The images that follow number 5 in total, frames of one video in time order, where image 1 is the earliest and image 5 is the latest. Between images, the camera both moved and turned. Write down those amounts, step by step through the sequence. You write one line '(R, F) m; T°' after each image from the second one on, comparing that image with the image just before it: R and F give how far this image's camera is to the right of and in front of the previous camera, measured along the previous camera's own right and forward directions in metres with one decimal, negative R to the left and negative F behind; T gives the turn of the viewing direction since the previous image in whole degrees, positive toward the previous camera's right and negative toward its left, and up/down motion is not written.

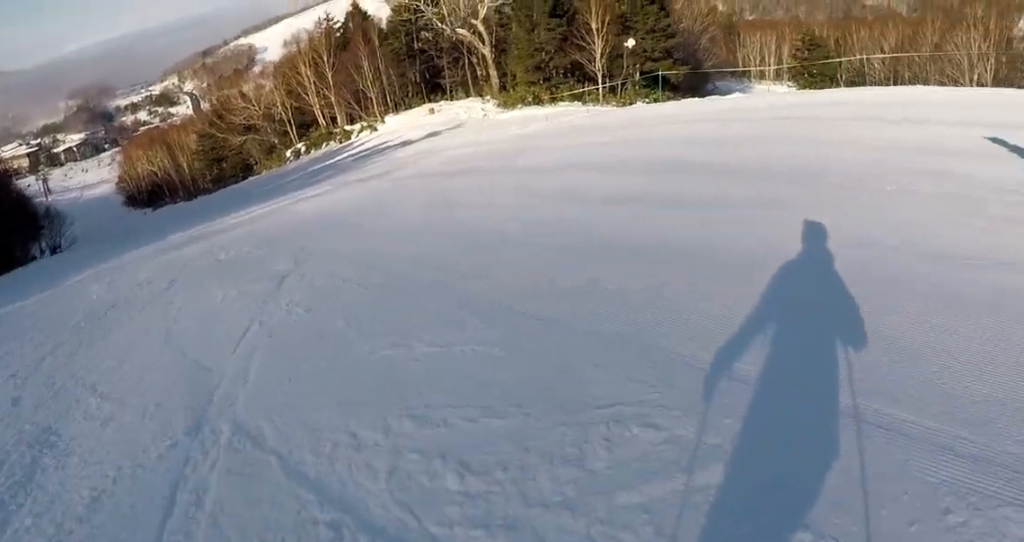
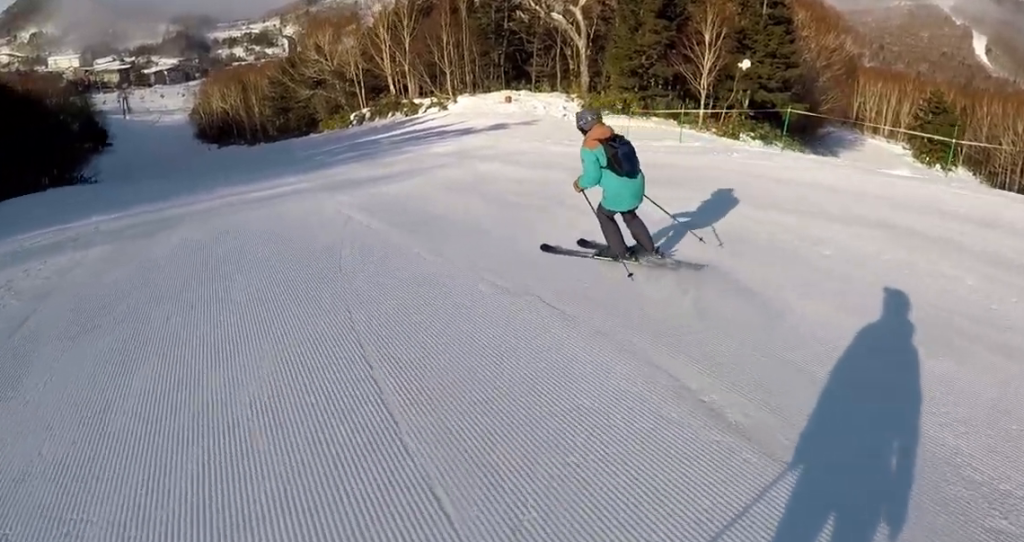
(+2.0, +7.7) m; -4°
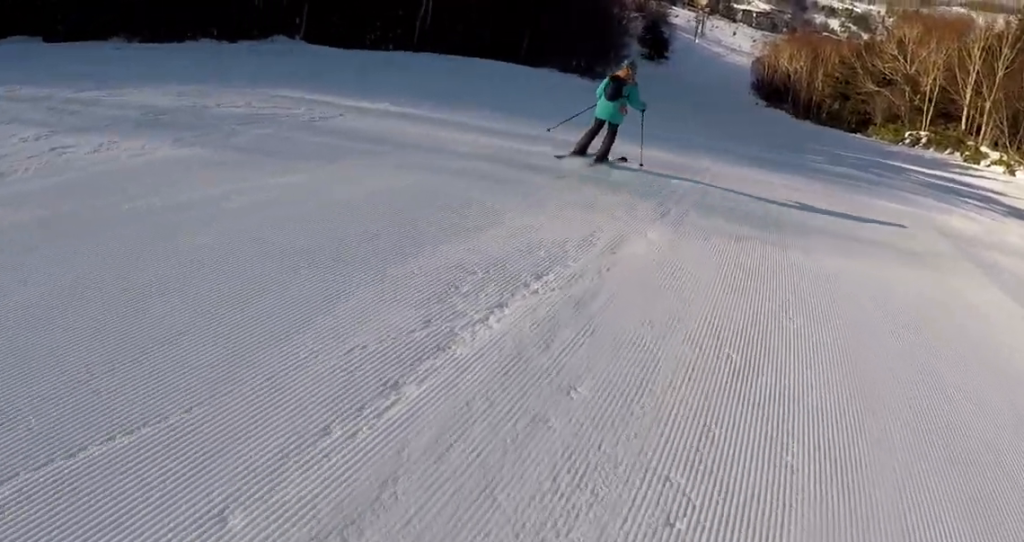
(-5.6, +7.3) m; -39°
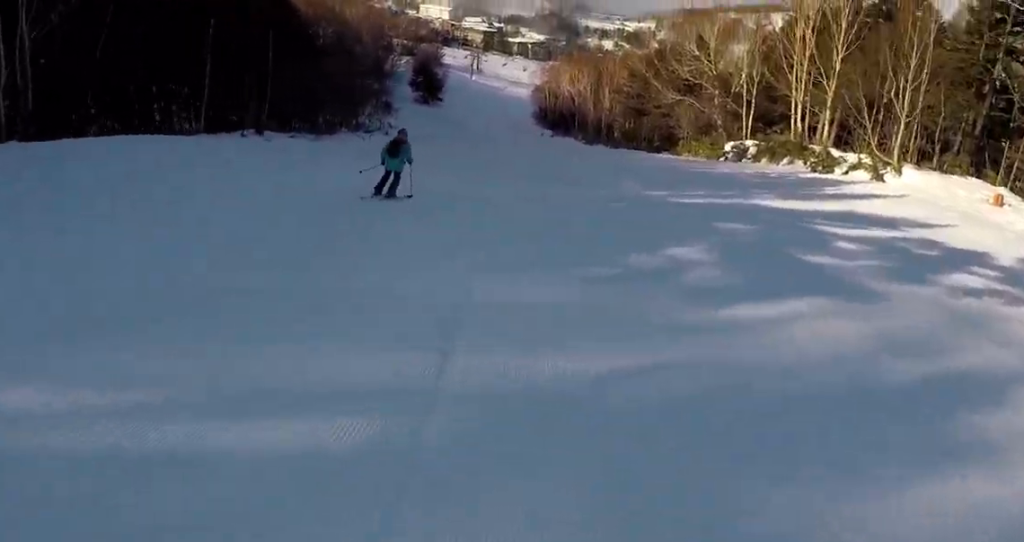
(+0.3, +16.3) m; -1°
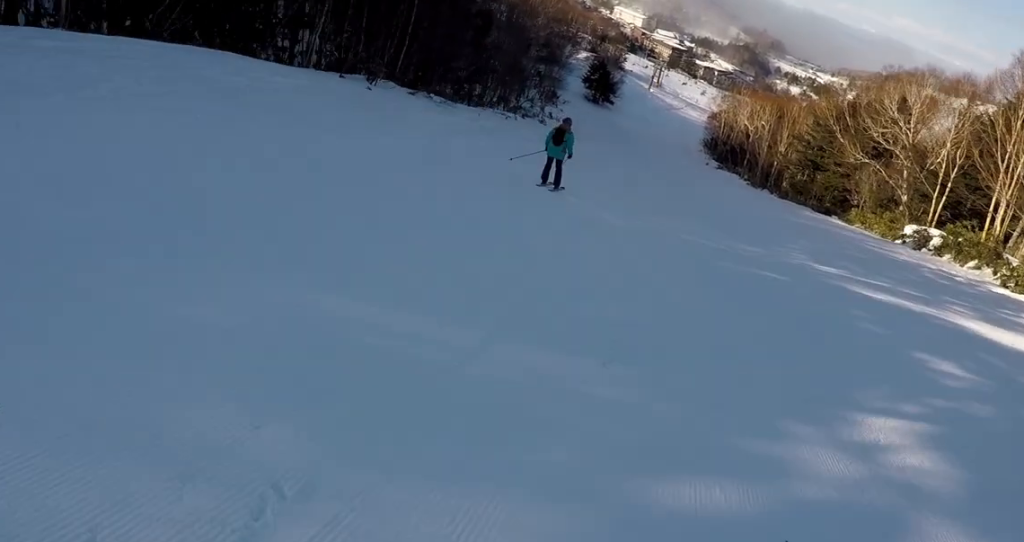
(-0.1, +5.2) m; +6°
